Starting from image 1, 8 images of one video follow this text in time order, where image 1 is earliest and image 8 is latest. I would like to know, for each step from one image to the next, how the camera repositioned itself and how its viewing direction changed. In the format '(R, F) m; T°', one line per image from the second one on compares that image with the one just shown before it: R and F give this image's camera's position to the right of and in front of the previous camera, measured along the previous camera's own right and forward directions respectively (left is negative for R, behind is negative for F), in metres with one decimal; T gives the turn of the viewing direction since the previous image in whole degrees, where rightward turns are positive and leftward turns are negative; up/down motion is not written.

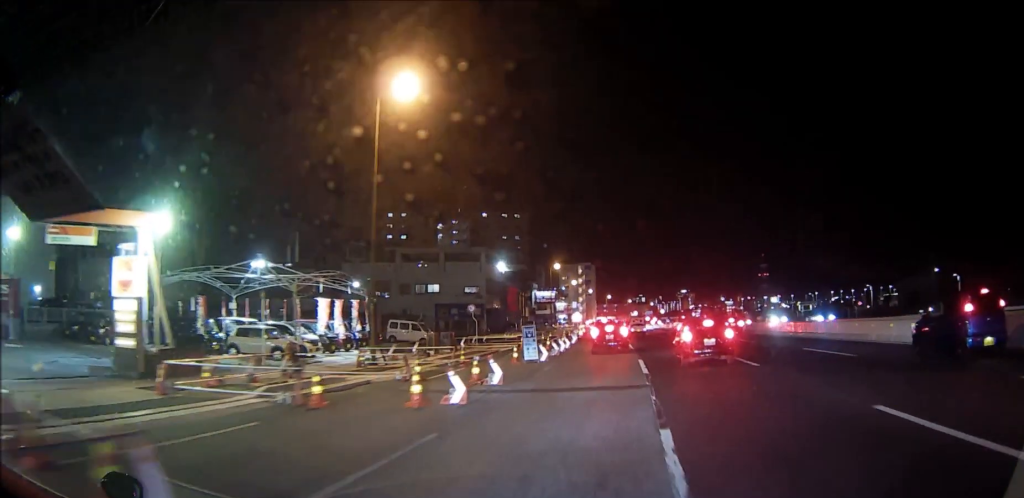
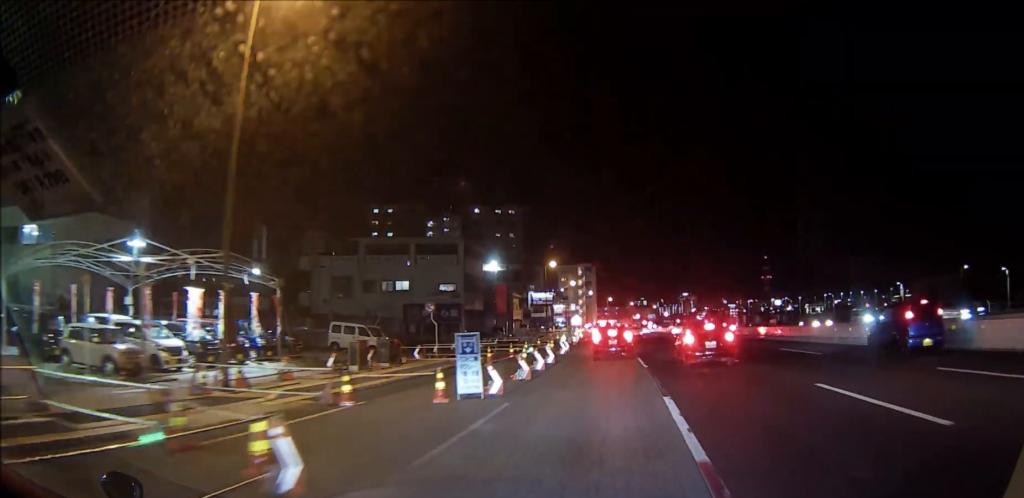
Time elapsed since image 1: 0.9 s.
(+0.1, +11.5) m; 0°
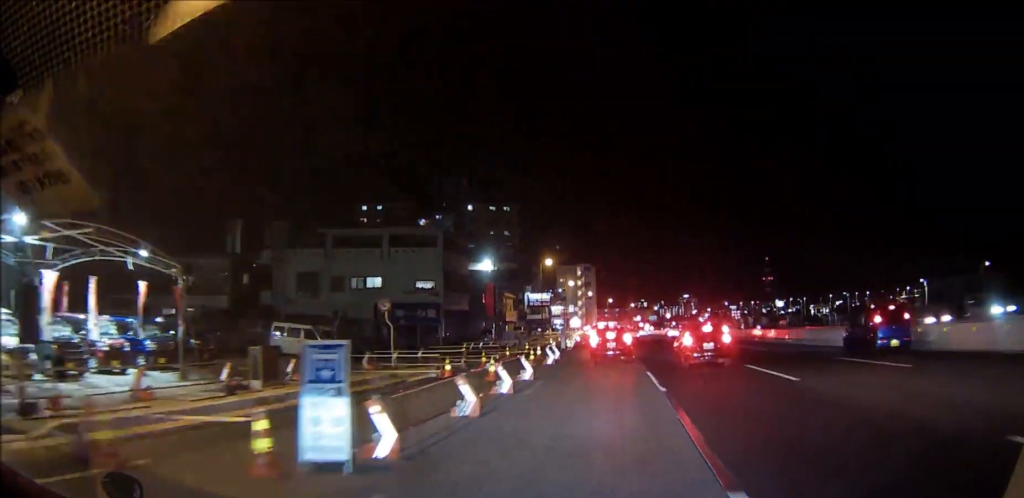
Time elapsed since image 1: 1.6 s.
(+0.1, +7.4) m; 0°
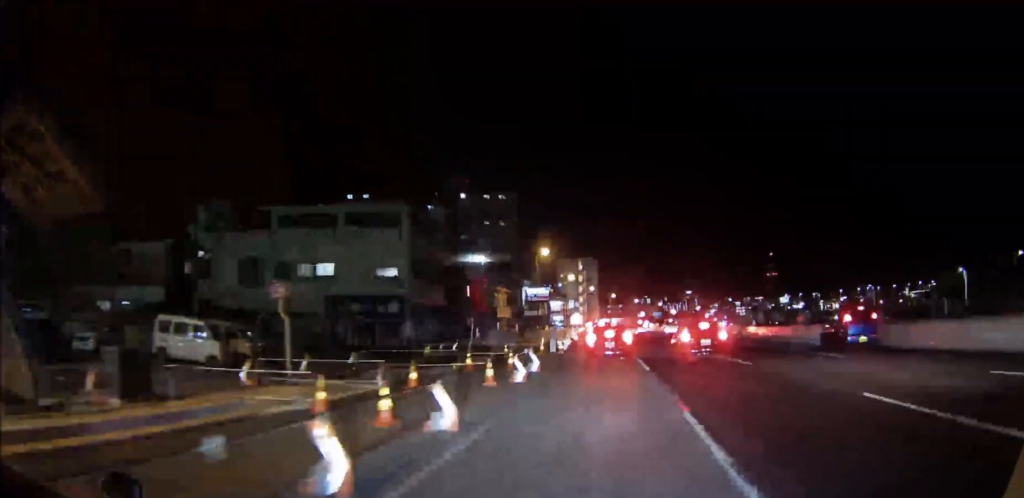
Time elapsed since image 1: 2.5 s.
(-0.3, +10.0) m; -1°
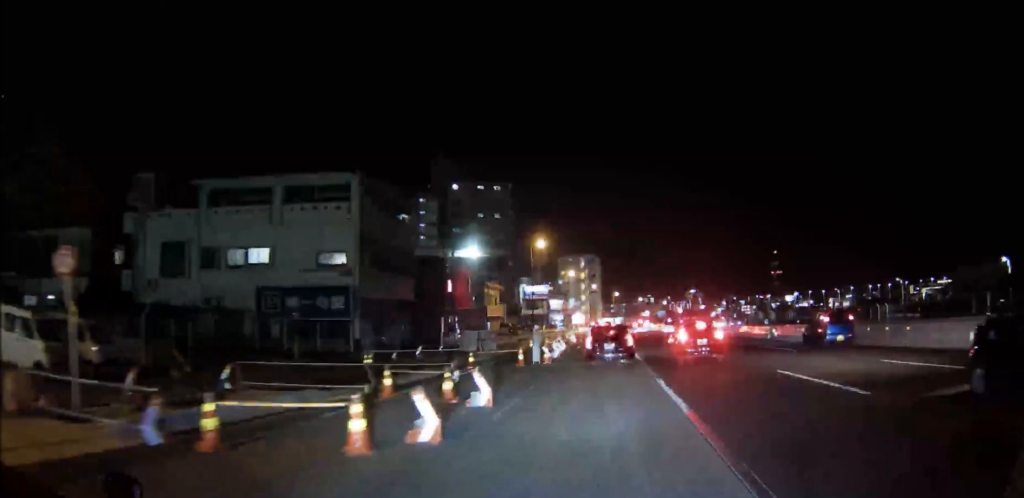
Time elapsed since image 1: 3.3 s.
(+0.2, +8.7) m; 0°
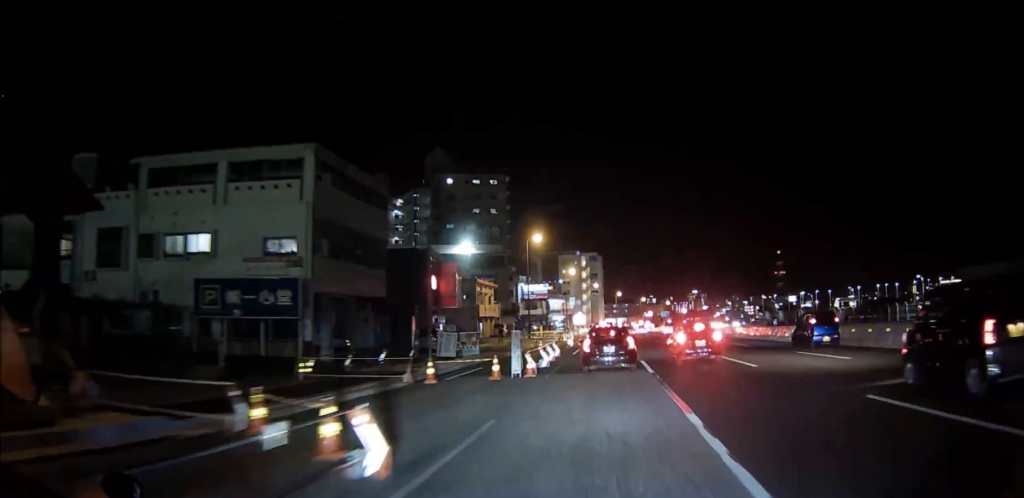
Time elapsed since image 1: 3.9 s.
(-0.1, +5.7) m; 0°
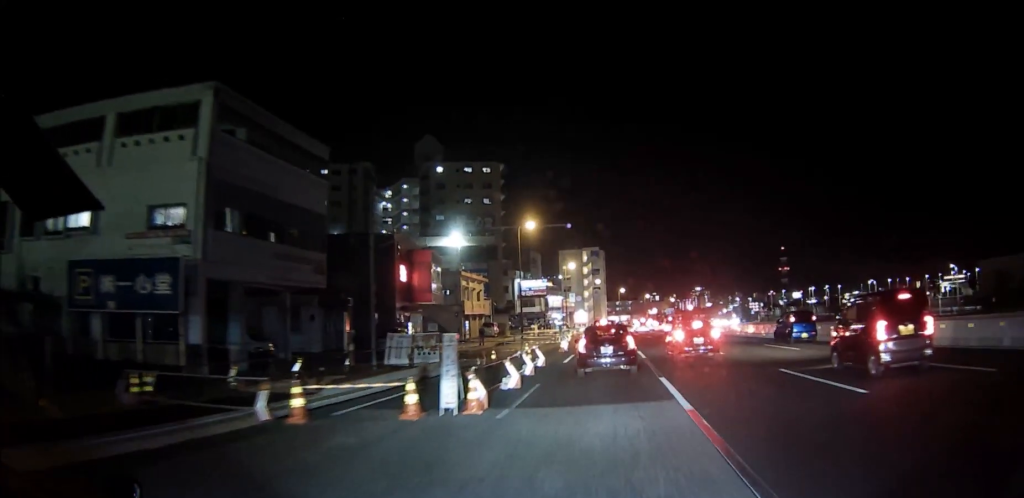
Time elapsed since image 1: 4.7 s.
(0.0, +8.1) m; 0°
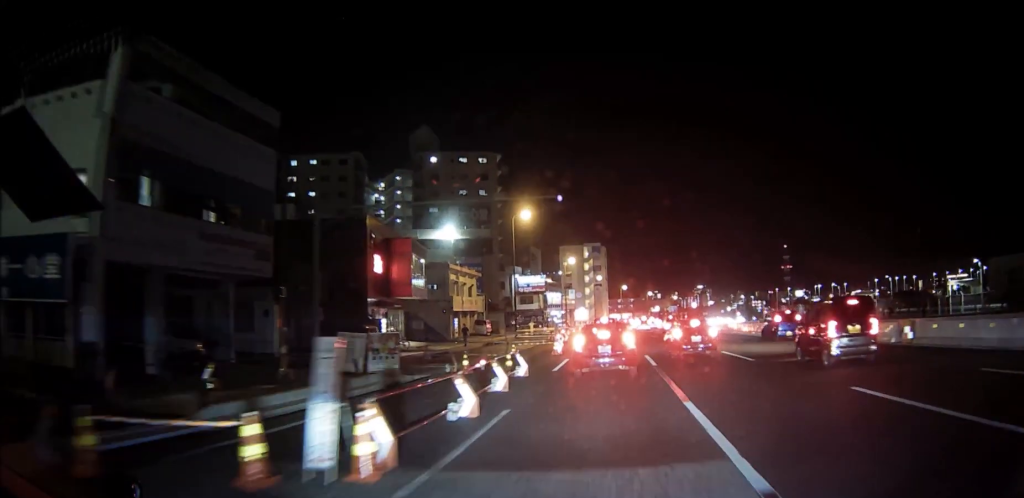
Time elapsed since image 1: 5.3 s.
(+0.2, +5.3) m; -1°
